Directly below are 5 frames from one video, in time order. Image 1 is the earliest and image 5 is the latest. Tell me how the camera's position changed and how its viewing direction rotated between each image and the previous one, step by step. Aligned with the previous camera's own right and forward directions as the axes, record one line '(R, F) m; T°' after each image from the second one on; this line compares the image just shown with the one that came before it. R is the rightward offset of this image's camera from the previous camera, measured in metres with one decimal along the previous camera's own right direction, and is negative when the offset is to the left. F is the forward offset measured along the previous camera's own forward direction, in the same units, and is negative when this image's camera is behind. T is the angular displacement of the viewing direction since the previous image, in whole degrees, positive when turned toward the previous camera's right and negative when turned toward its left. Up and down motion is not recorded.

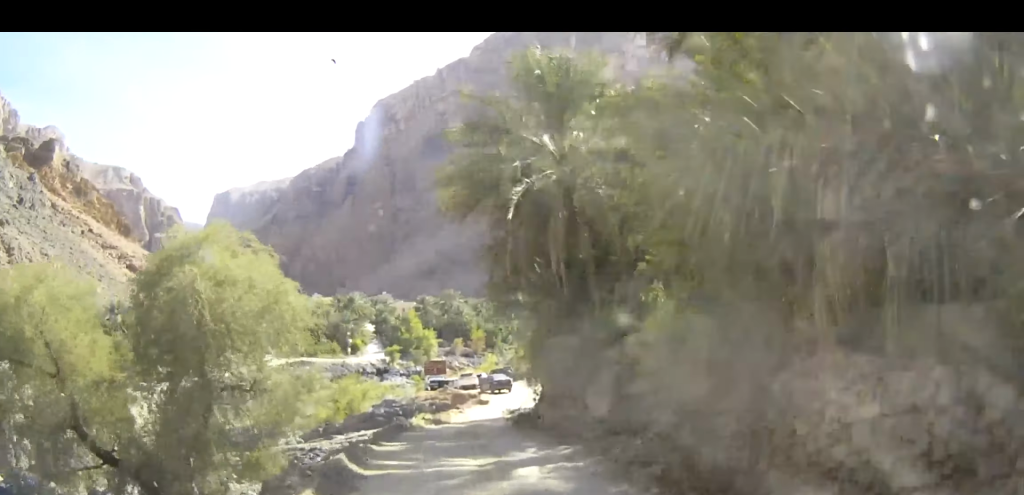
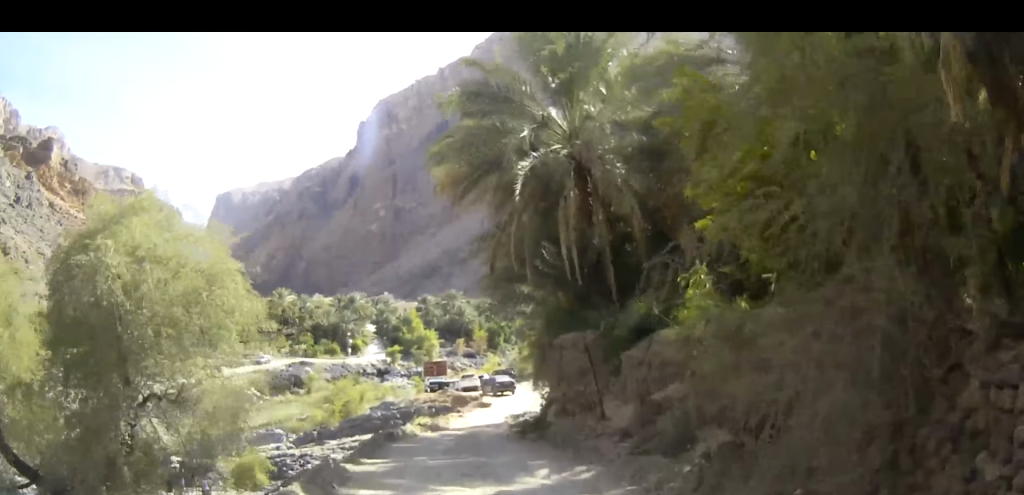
(0.0, +2.6) m; 0°
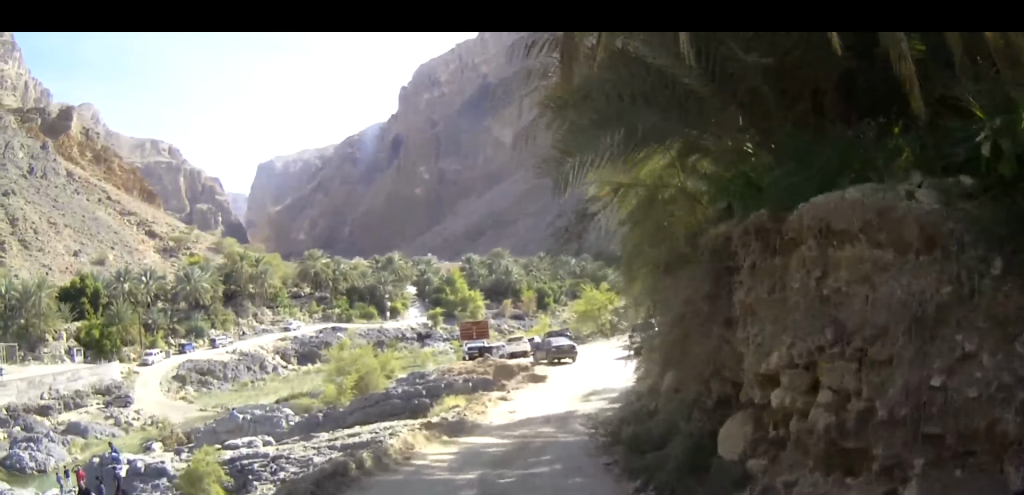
(-0.1, +13.3) m; -2°
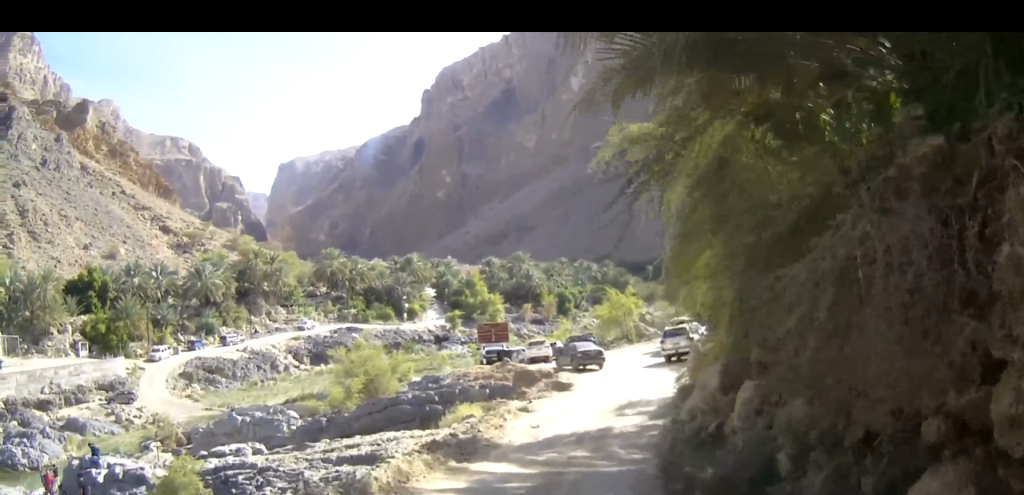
(0.0, +3.7) m; +1°
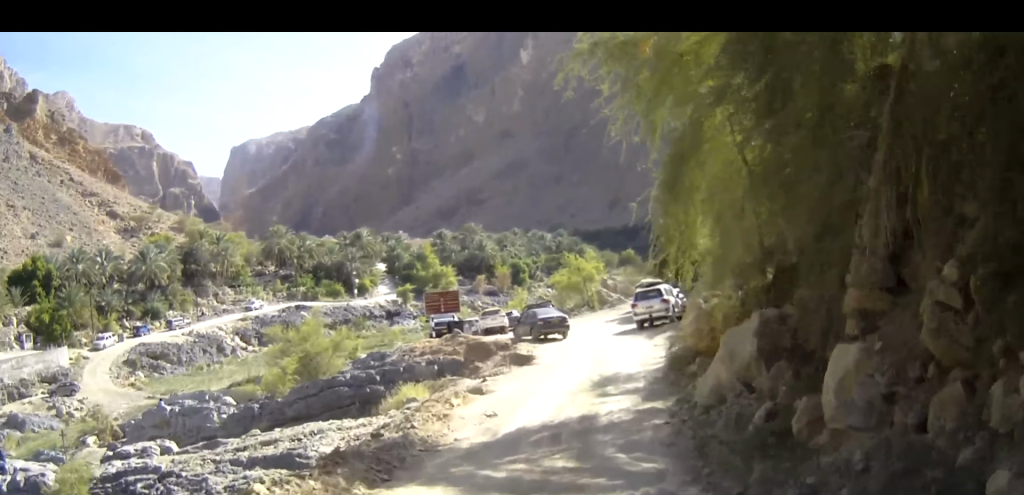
(+0.1, +4.4) m; +3°
